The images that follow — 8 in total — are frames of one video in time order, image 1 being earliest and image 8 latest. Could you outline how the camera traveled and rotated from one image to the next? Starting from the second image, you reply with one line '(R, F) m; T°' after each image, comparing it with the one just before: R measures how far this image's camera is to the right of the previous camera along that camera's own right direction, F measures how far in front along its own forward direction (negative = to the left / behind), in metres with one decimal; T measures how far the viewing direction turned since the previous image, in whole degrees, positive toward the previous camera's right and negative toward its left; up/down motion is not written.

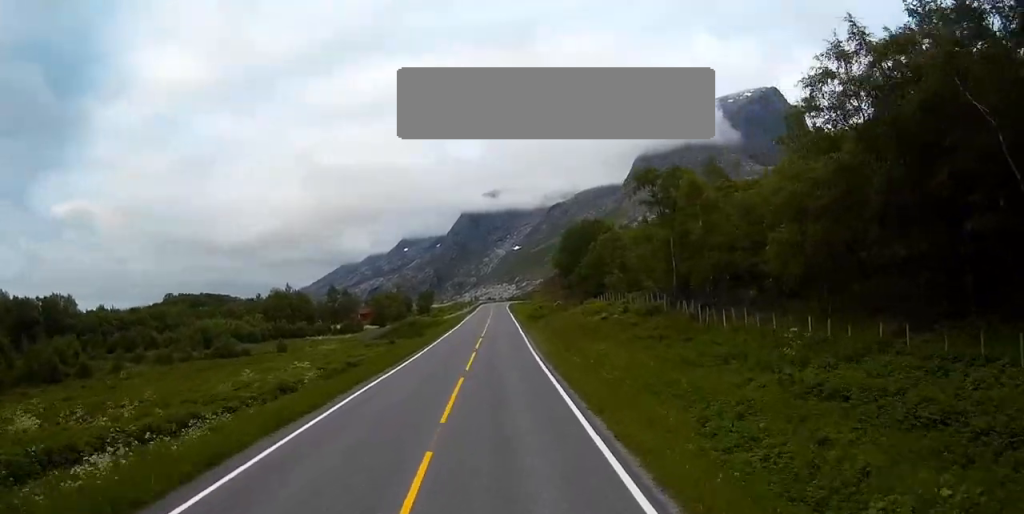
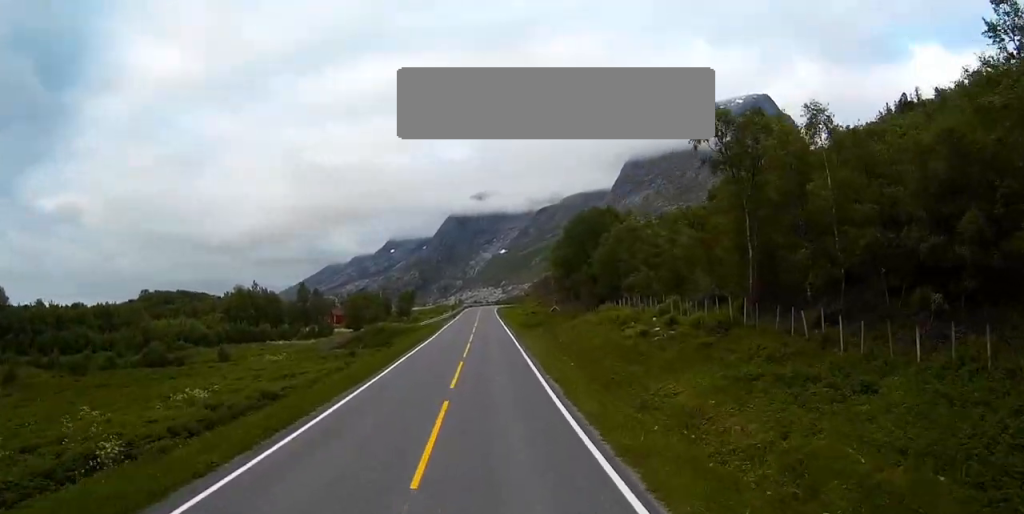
(0.0, +15.2) m; 0°
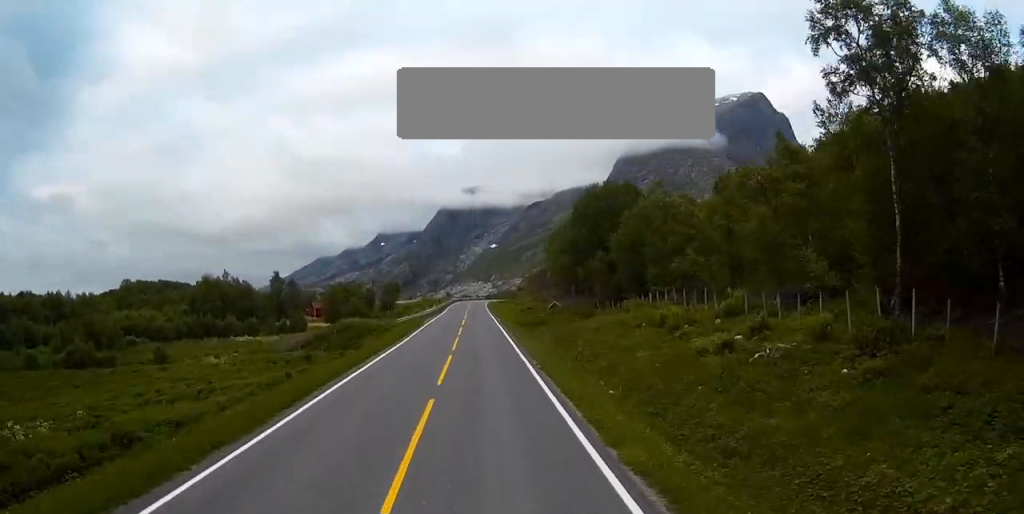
(0.0, +12.0) m; 0°
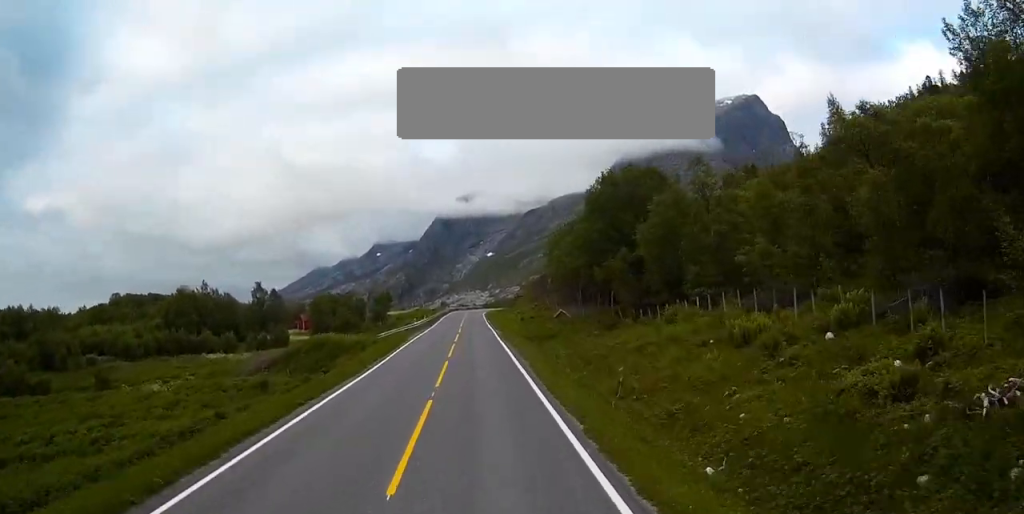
(0.0, +9.4) m; 0°
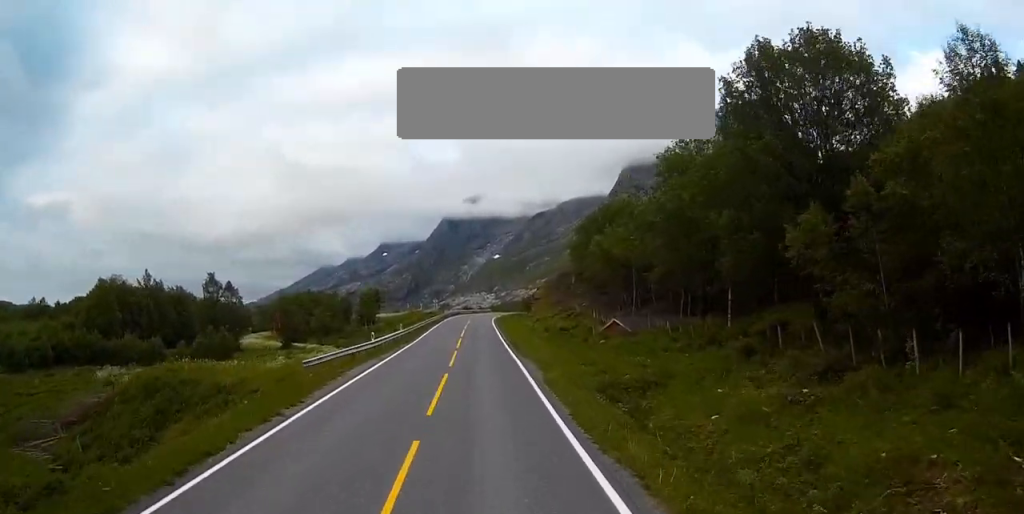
(0.0, +26.2) m; +1°
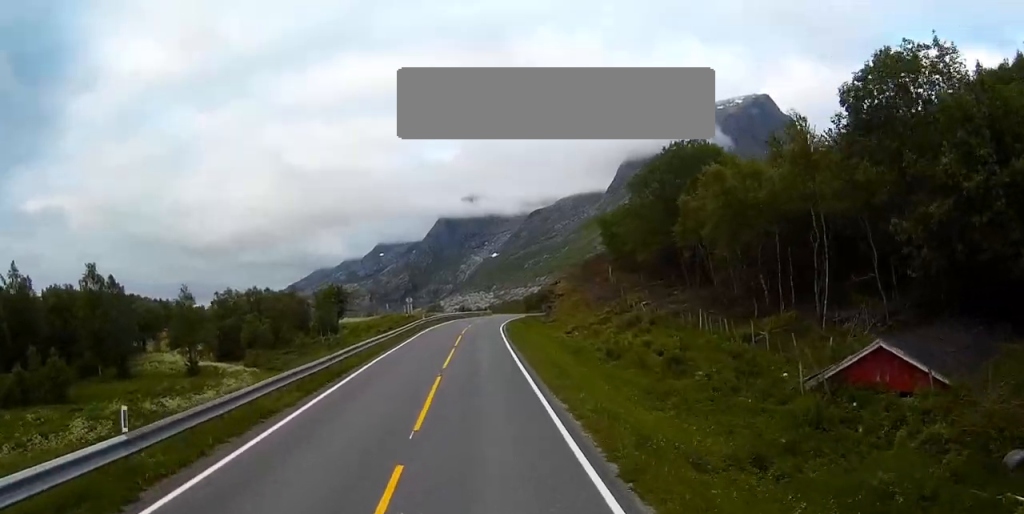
(+1.2, +34.1) m; +2°
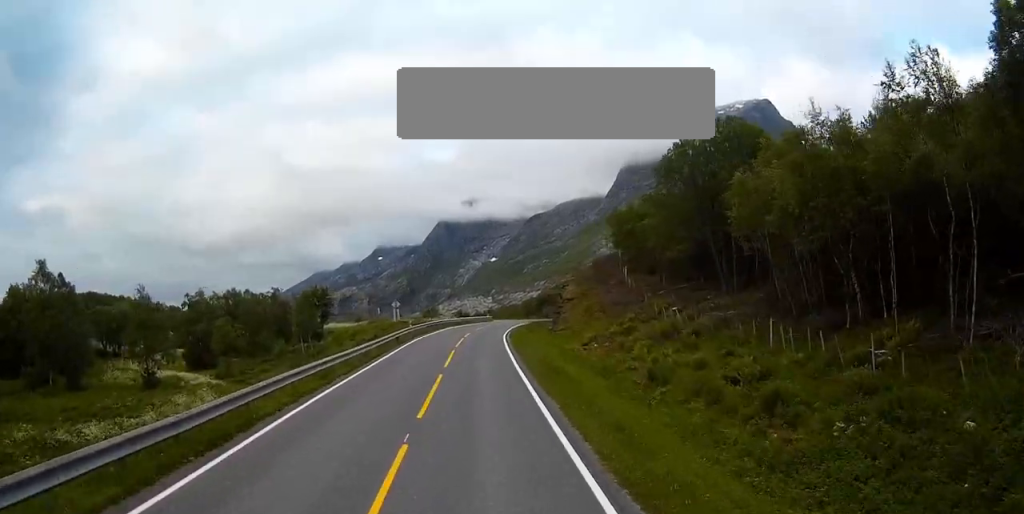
(0.0, +9.9) m; 0°
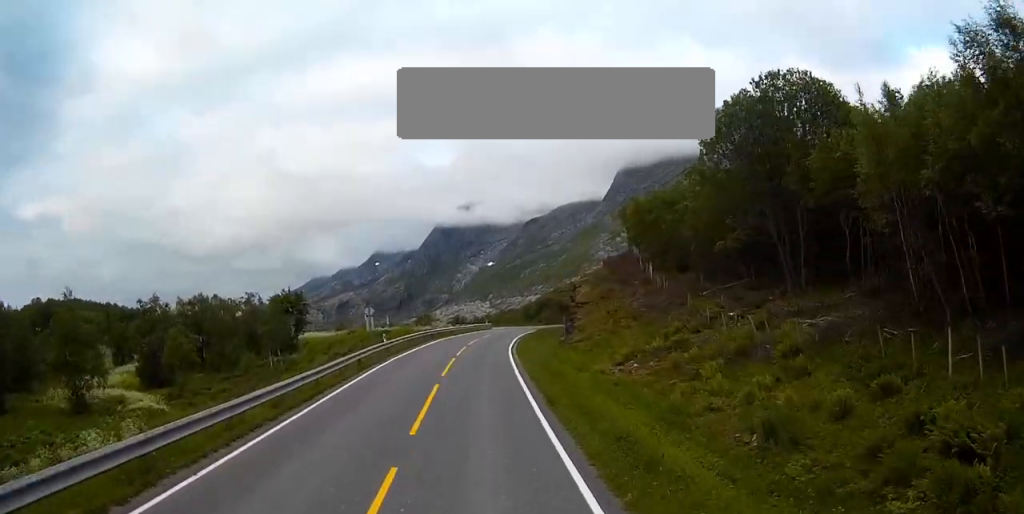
(-0.1, +11.6) m; +1°
